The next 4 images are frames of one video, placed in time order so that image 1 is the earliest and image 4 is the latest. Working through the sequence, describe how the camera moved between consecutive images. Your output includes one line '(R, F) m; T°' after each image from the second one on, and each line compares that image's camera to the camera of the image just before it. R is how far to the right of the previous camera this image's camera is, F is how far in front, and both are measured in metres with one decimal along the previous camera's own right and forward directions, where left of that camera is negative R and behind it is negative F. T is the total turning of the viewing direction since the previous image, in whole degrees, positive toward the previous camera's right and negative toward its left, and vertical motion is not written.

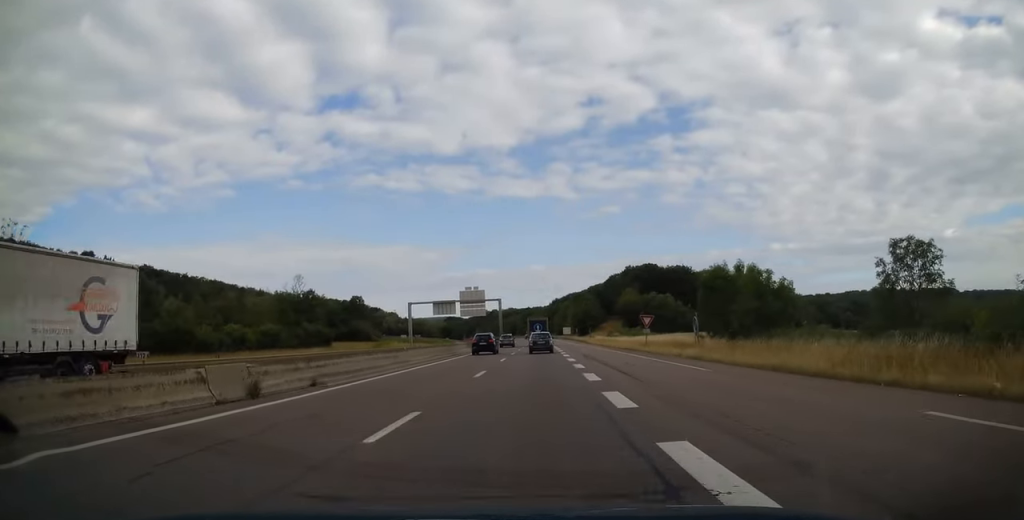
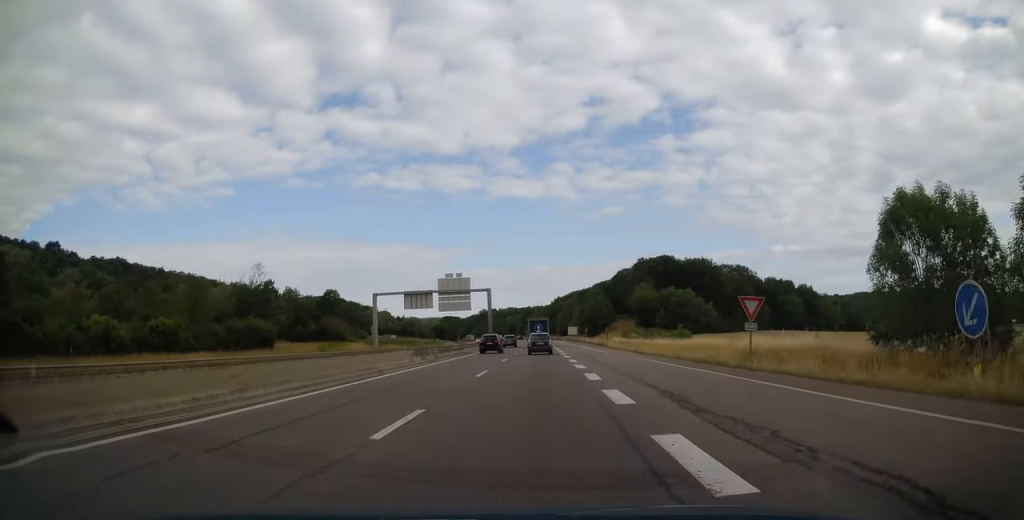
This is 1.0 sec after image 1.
(+0.1, +25.4) m; 0°
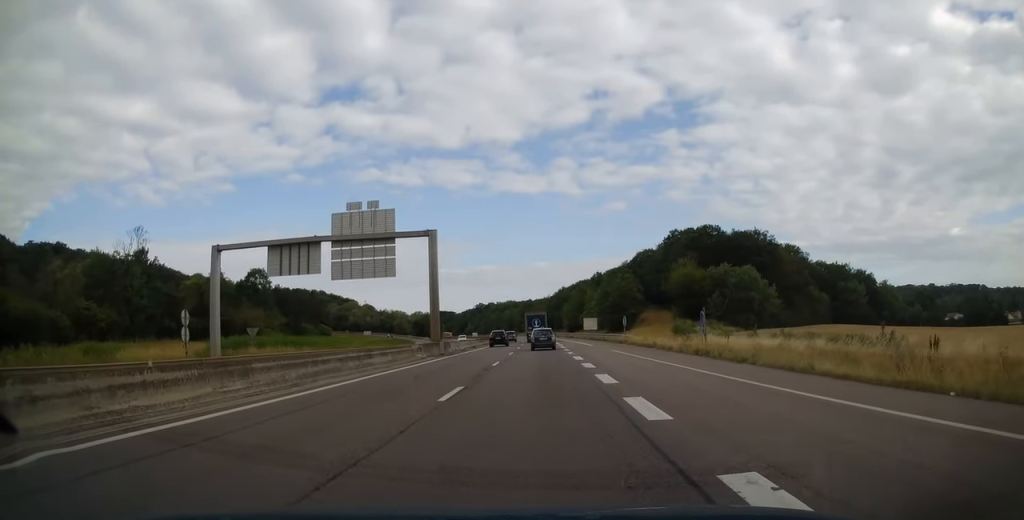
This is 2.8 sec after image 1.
(-0.1, +47.2) m; 0°
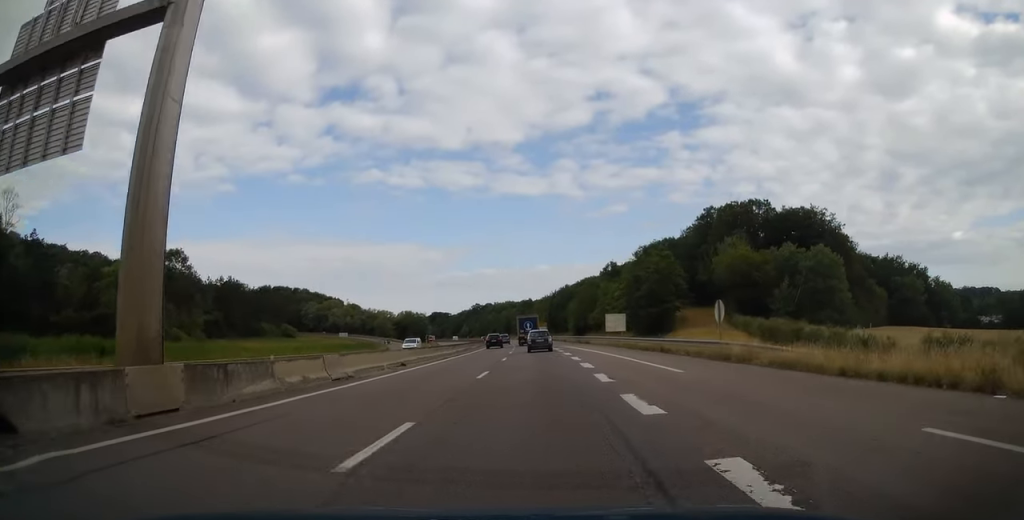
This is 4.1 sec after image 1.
(-0.3, +31.7) m; 0°
